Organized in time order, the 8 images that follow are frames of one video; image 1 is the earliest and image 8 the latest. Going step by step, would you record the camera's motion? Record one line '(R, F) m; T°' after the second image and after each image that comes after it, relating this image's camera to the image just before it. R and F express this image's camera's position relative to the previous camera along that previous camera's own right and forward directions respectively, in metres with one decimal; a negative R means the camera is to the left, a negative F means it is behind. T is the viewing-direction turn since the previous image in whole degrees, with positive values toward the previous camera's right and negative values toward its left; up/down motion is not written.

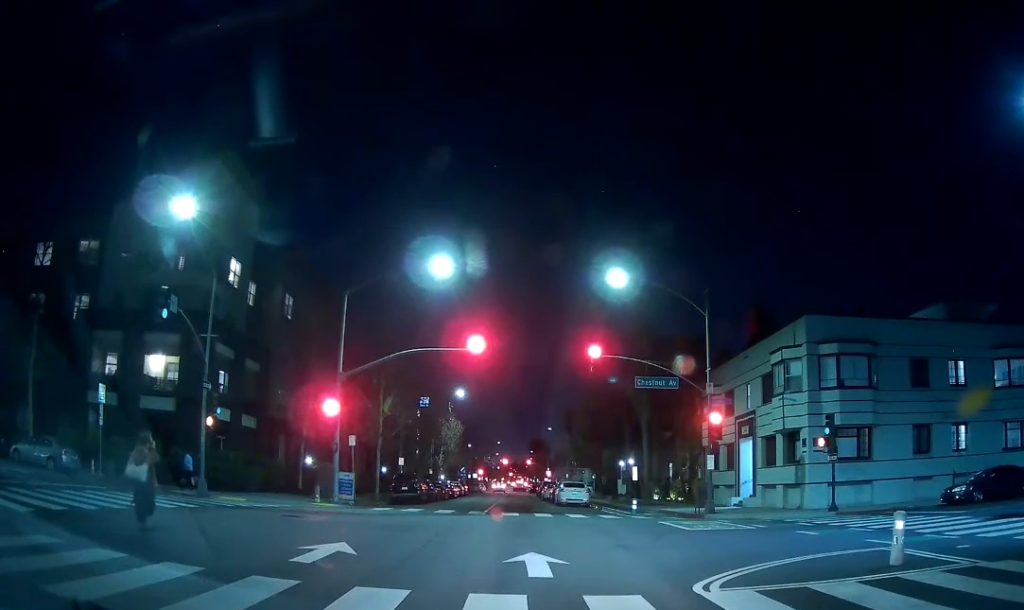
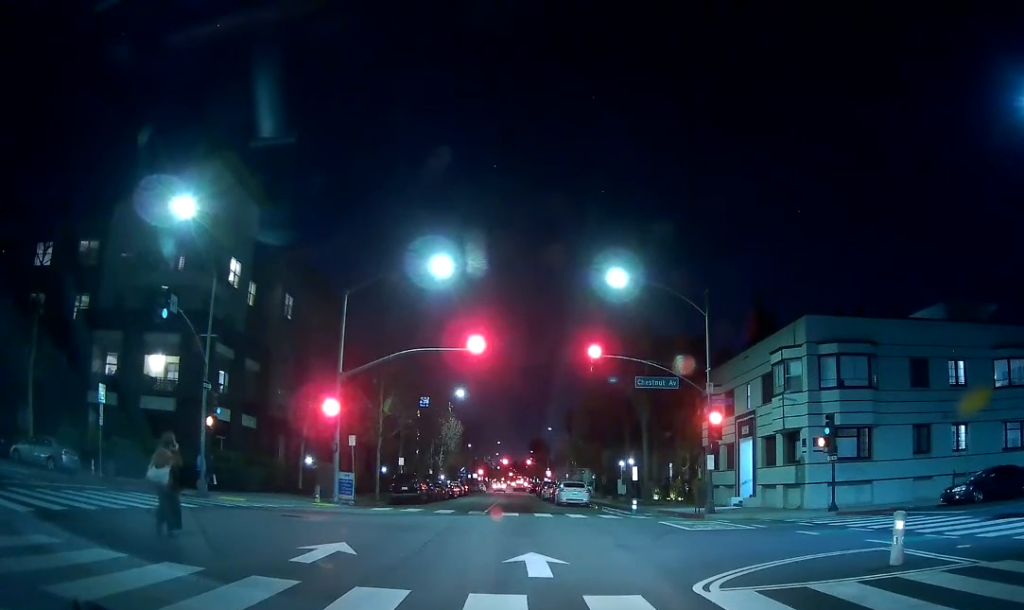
(-0.1, +0.2) m; 0°
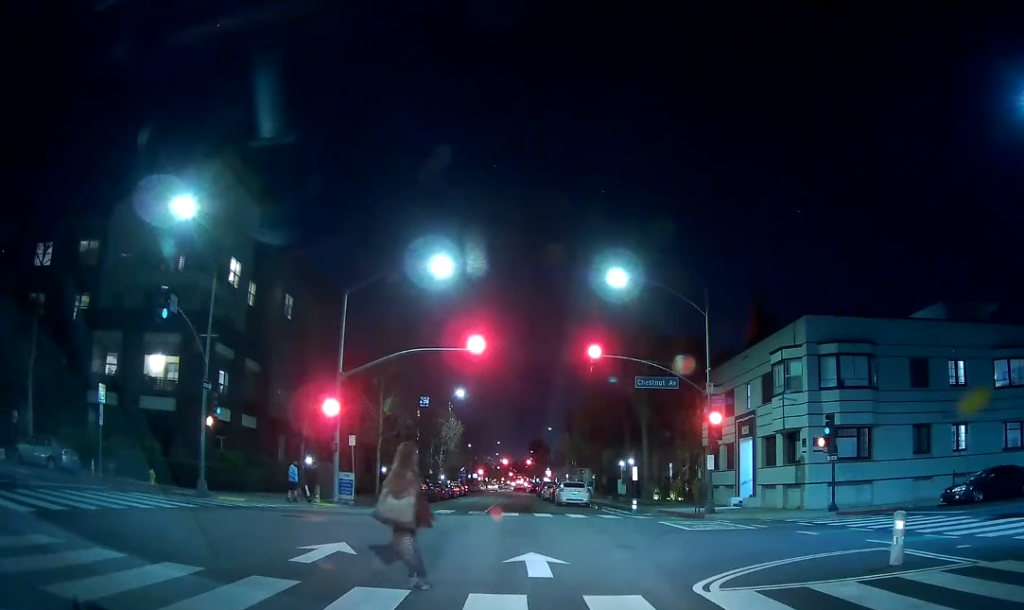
(0.0, 0.0) m; 0°
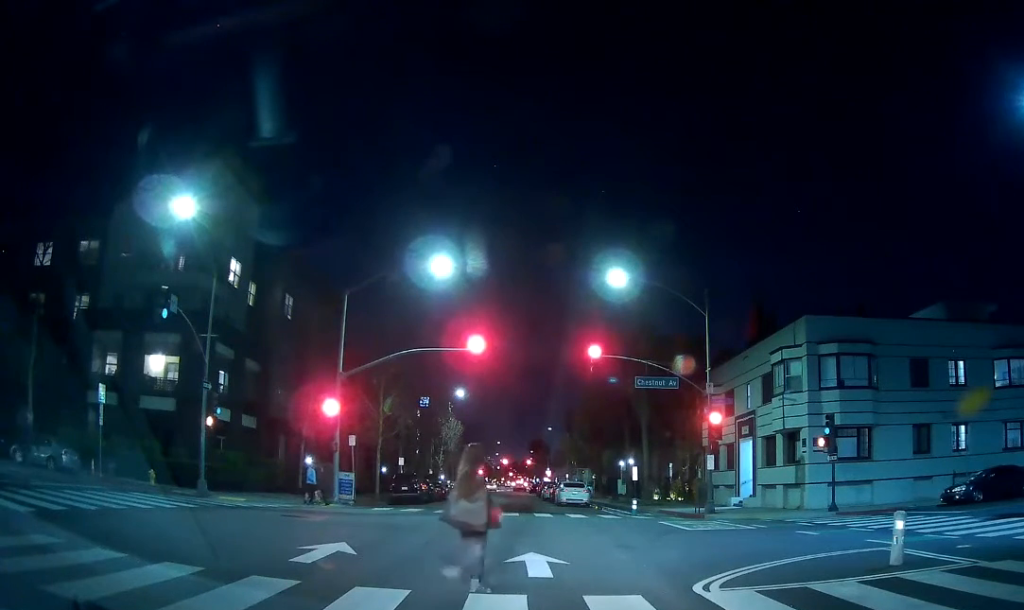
(0.0, 0.0) m; 0°
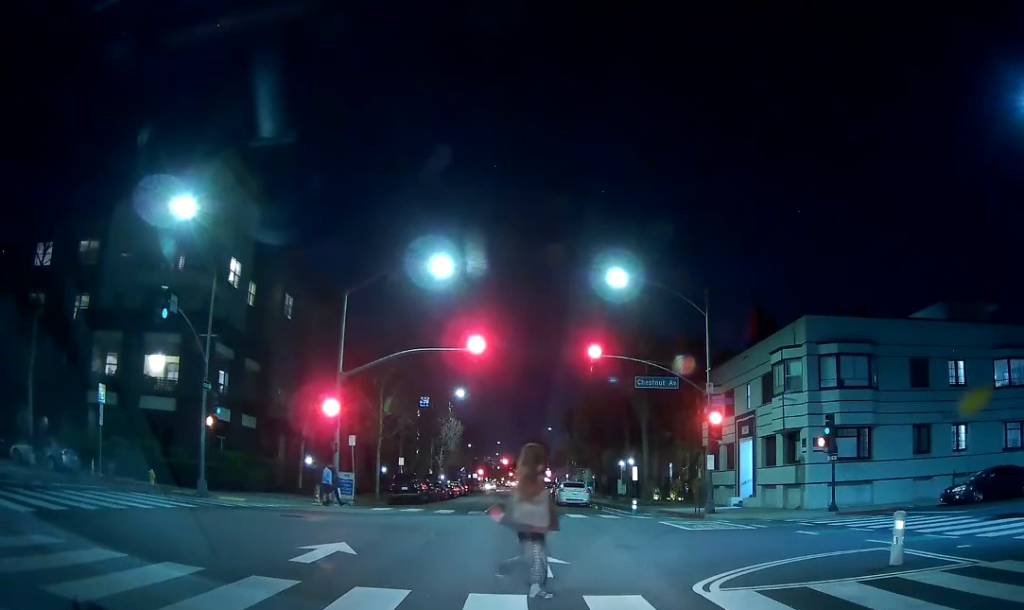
(0.0, 0.0) m; 0°
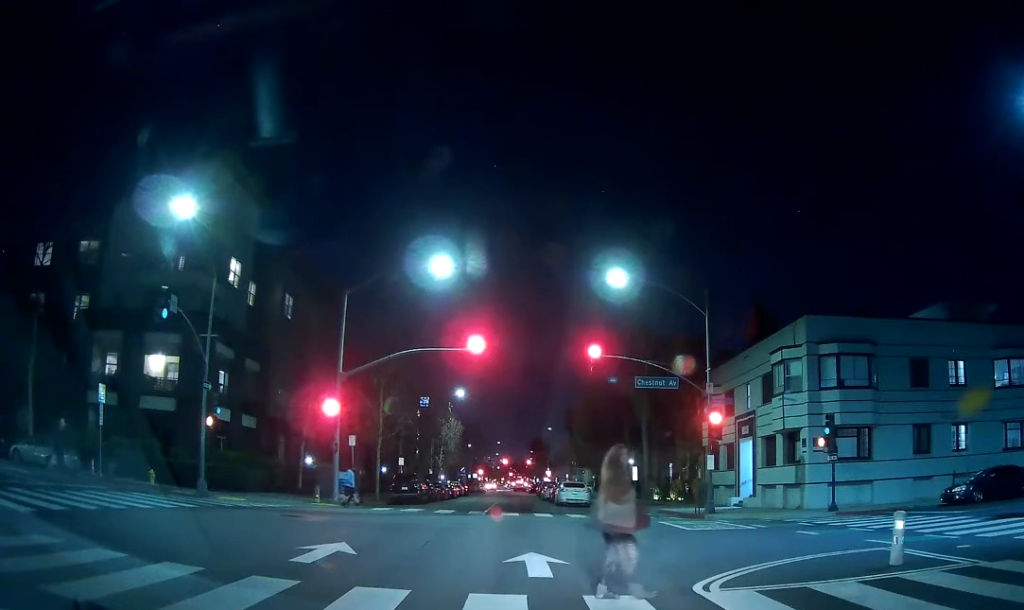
(0.0, 0.0) m; 0°
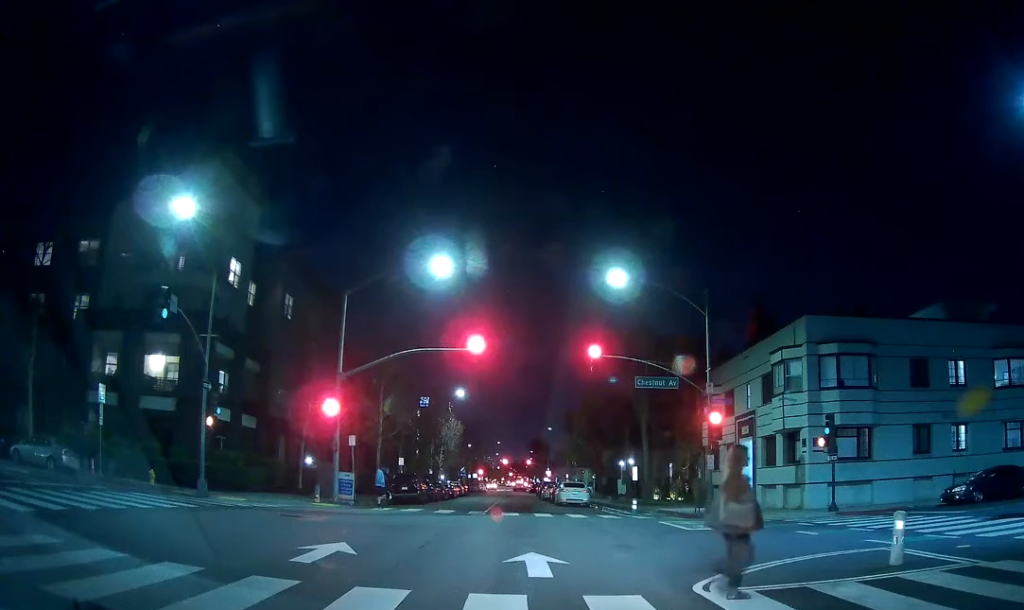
(+0.1, +0.3) m; 0°
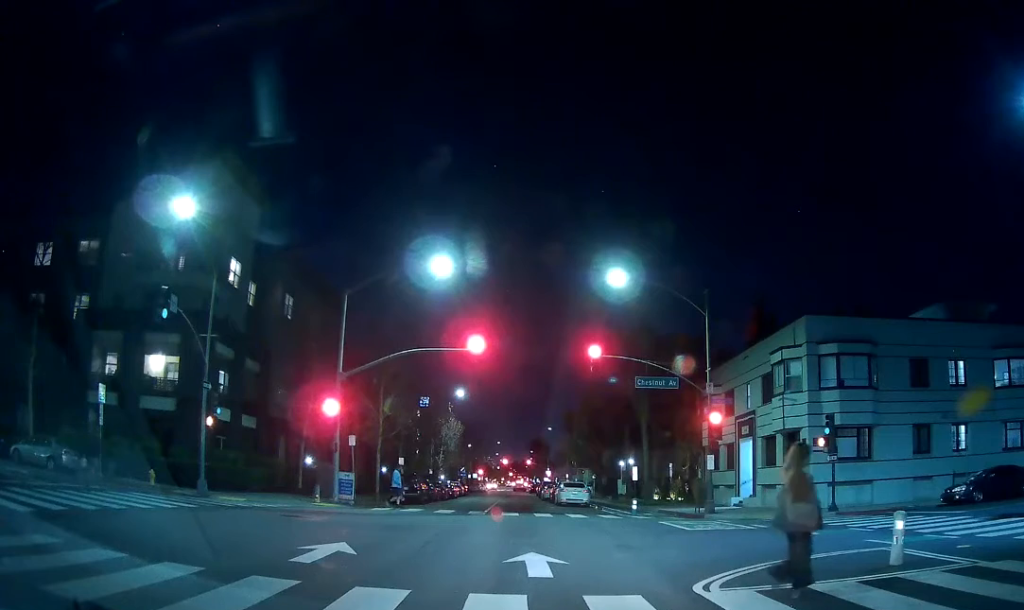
(0.0, 0.0) m; 0°
